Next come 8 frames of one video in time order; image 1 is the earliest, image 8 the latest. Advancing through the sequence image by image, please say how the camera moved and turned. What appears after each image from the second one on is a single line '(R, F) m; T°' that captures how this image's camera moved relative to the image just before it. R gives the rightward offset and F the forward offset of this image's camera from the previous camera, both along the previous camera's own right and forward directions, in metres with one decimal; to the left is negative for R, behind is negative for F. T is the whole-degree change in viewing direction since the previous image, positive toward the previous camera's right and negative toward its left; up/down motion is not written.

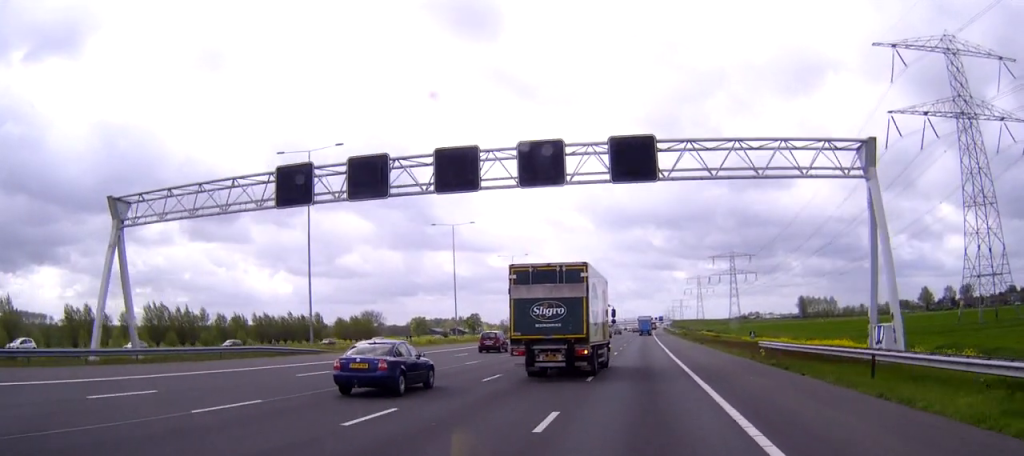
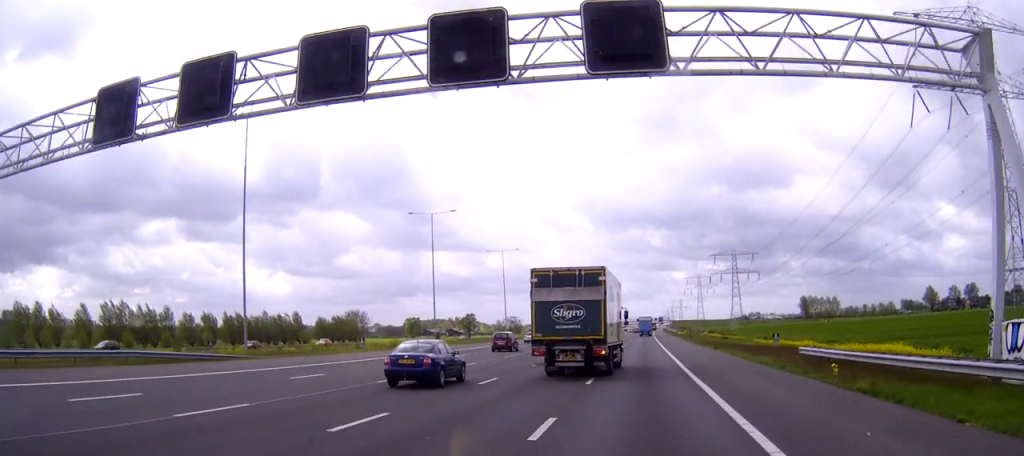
(0.0, +12.7) m; 0°
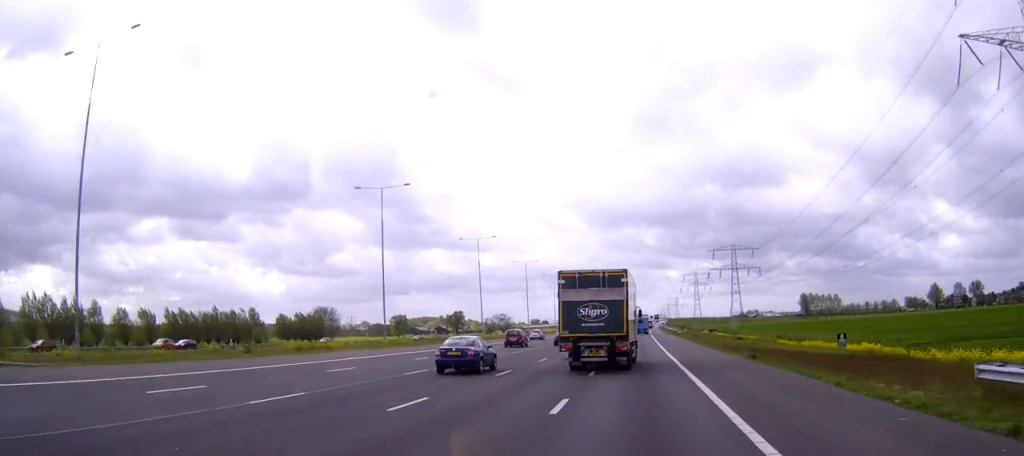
(0.0, +20.6) m; 0°
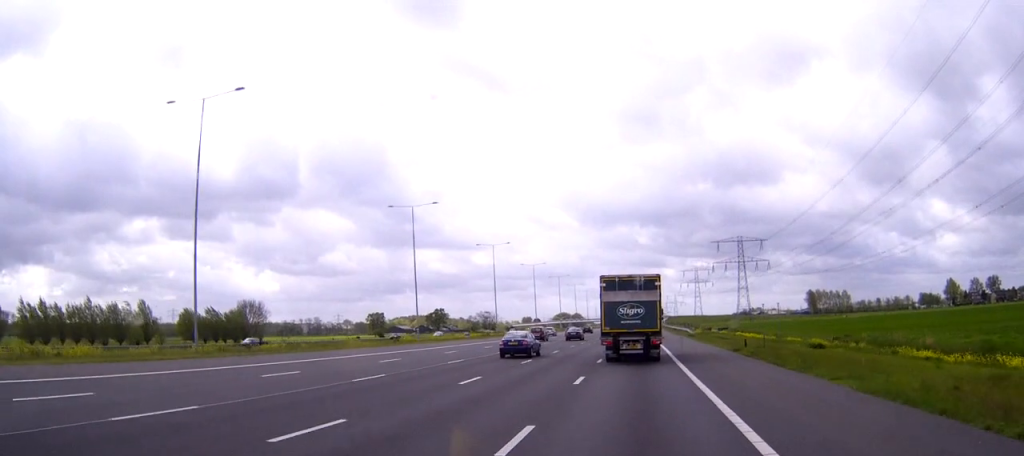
(+0.2, +41.1) m; 0°
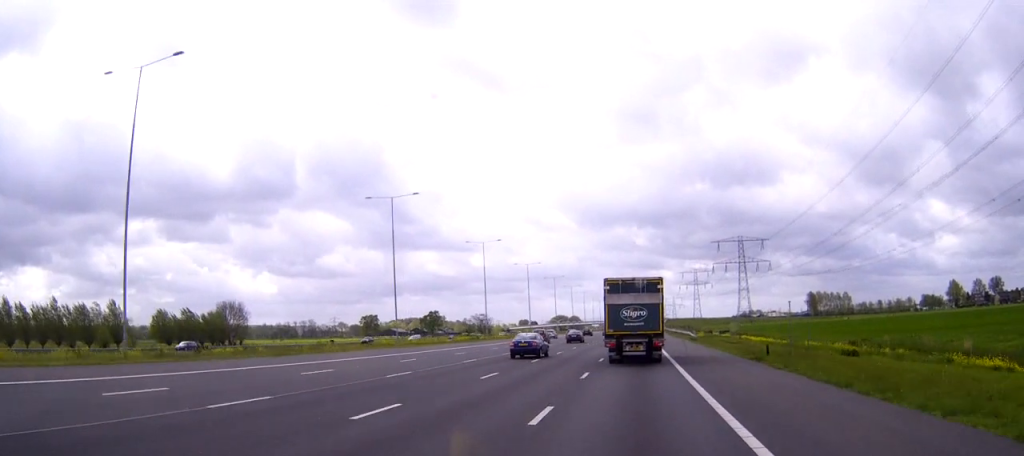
(0.0, +8.5) m; 0°
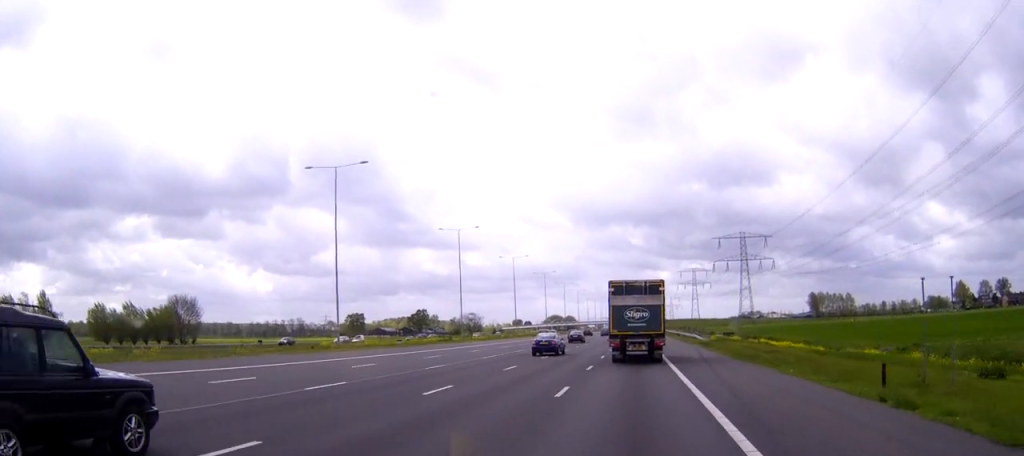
(0.0, +18.4) m; 0°
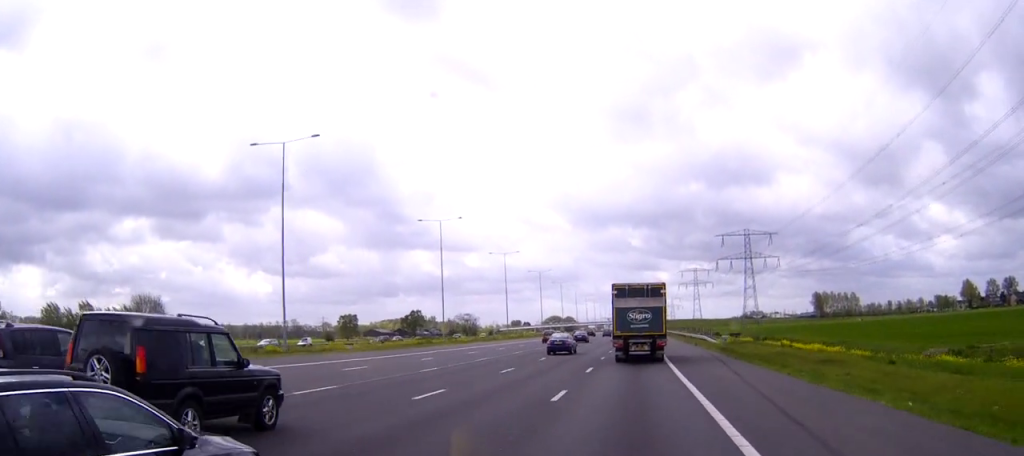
(0.0, +12.8) m; 0°
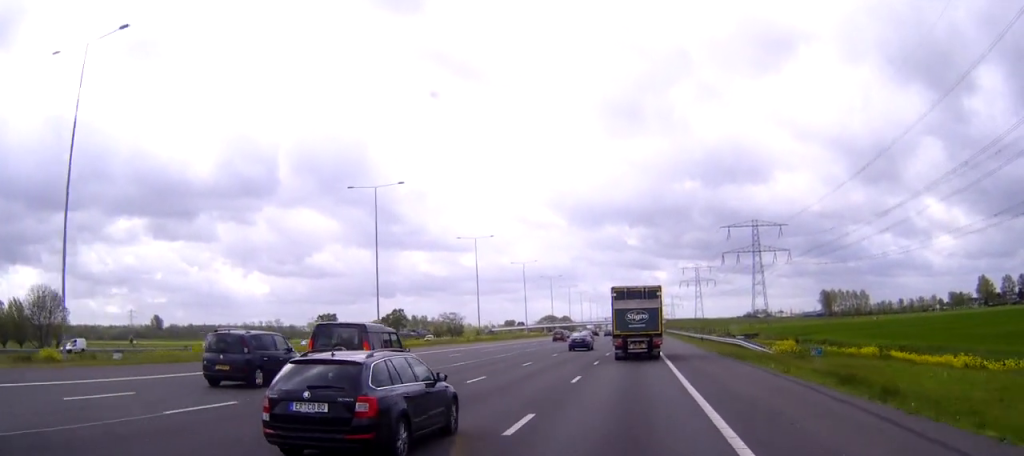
(0.0, +29.8) m; 0°
